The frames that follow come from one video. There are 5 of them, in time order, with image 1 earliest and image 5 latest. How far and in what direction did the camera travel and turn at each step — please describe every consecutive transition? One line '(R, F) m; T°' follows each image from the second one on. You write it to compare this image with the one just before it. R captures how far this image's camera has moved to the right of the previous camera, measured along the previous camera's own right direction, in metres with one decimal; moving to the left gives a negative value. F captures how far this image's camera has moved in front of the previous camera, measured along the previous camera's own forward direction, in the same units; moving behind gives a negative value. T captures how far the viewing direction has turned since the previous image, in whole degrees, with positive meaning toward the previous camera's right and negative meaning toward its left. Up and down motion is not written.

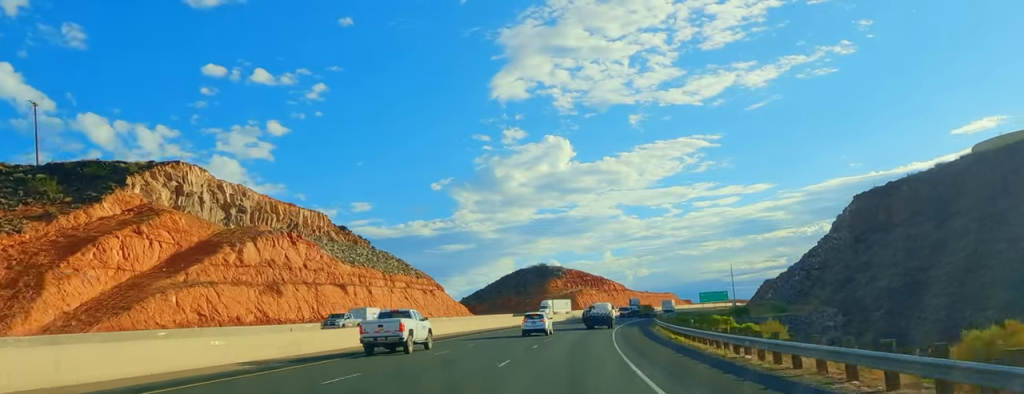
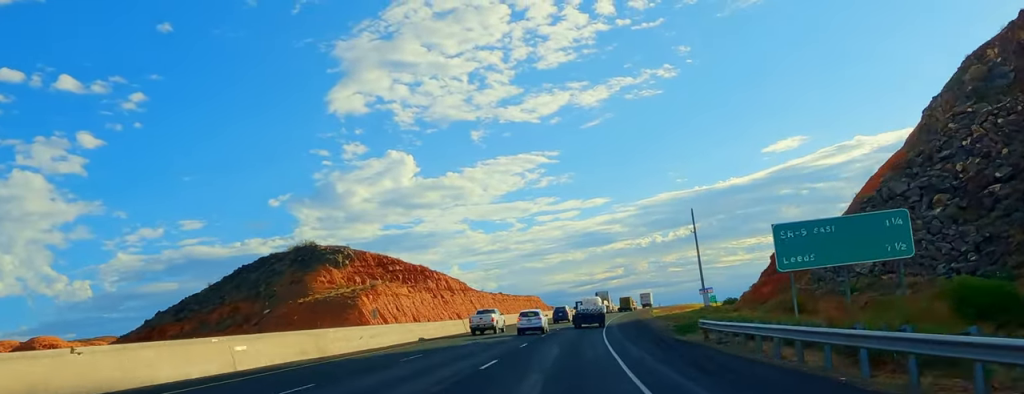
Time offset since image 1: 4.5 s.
(+12.7, +134.6) m; +11°
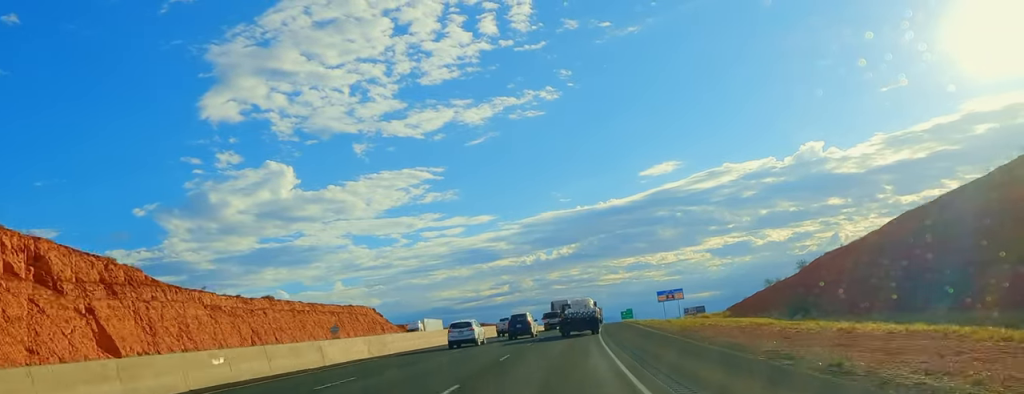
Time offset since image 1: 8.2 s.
(+8.5, +113.2) m; +8°
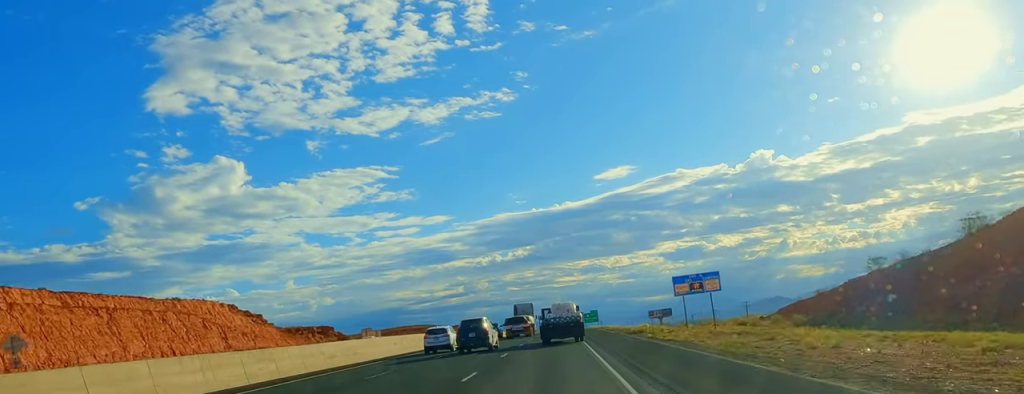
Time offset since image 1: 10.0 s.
(+1.3, +53.3) m; +2°
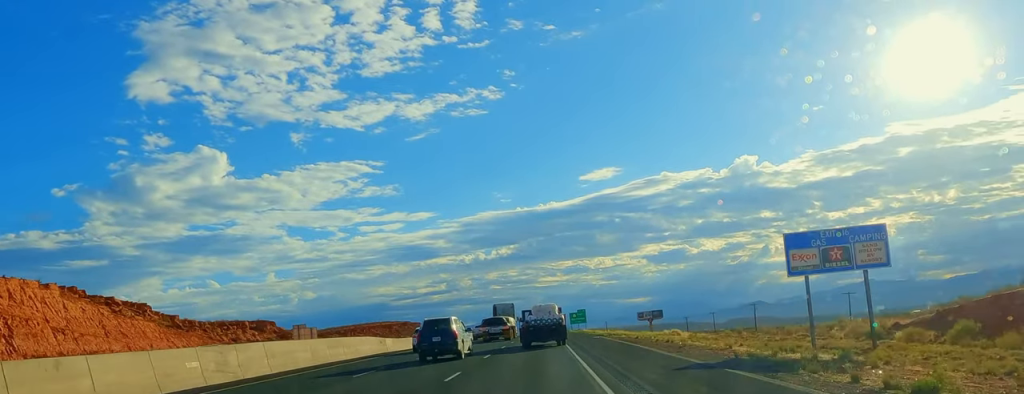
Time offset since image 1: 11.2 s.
(+0.4, +35.1) m; +1°
